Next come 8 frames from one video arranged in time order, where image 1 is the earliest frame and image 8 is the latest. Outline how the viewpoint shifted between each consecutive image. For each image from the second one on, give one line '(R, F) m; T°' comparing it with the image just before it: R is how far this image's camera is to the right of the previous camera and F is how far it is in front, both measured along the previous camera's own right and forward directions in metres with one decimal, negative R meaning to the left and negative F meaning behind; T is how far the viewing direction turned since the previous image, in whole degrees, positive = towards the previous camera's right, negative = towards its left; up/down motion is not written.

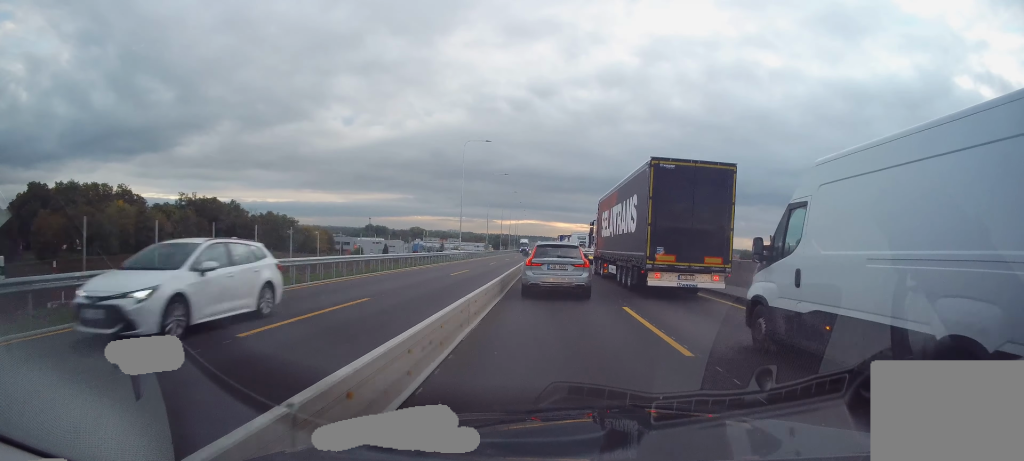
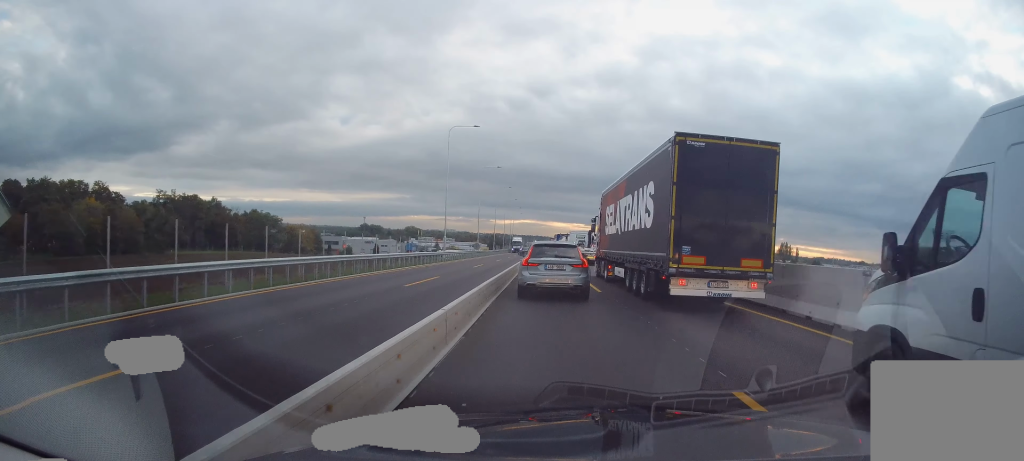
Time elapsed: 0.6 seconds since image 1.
(-0.2, +7.4) m; 0°
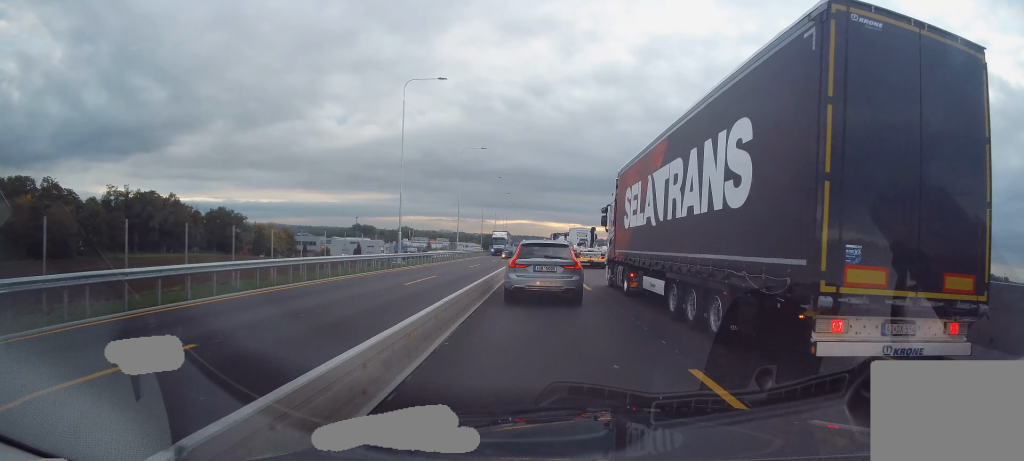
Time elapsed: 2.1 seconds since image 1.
(+0.3, +17.0) m; +3°
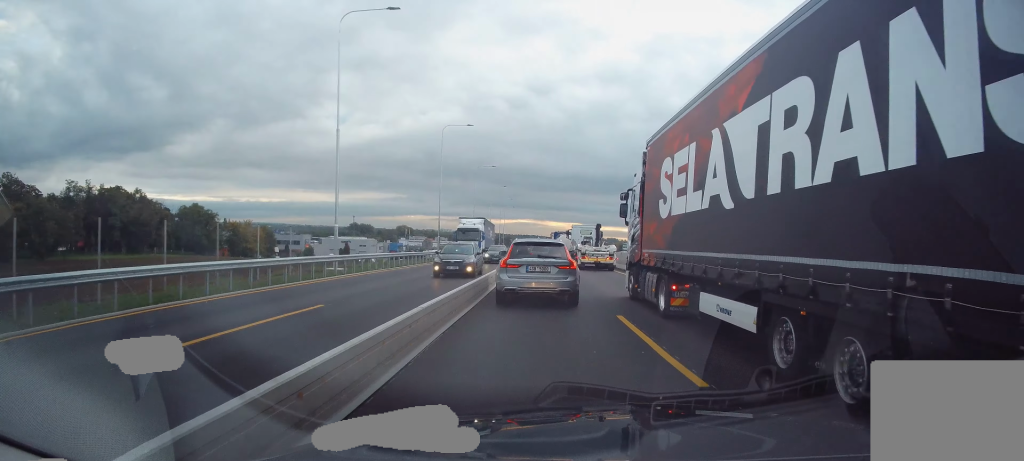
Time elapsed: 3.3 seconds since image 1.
(0.0, +13.0) m; 0°
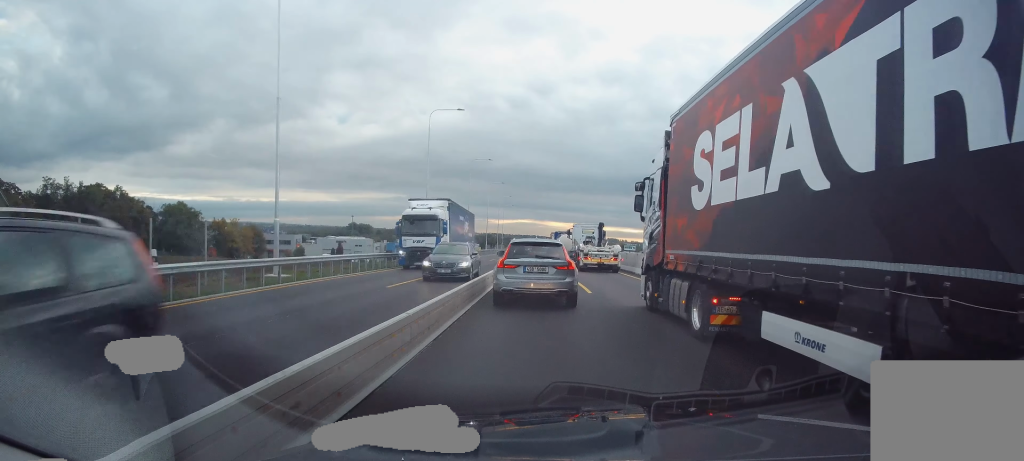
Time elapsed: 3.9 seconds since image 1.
(0.0, +6.8) m; 0°
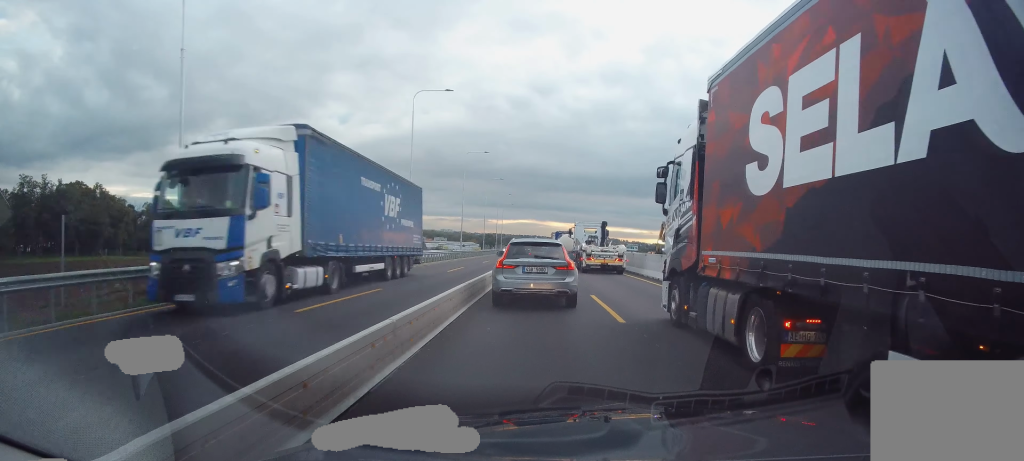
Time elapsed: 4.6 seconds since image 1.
(0.0, +6.7) m; -1°
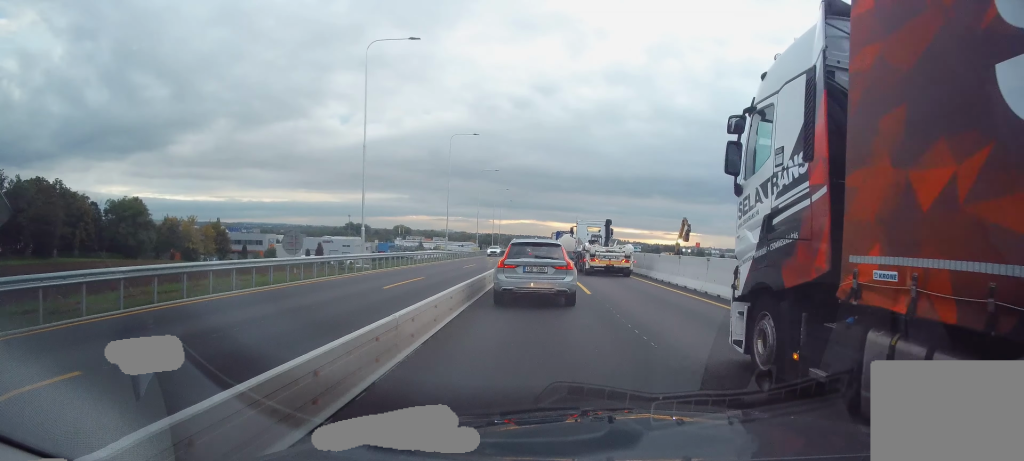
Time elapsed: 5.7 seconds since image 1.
(-0.4, +11.7) m; -2°
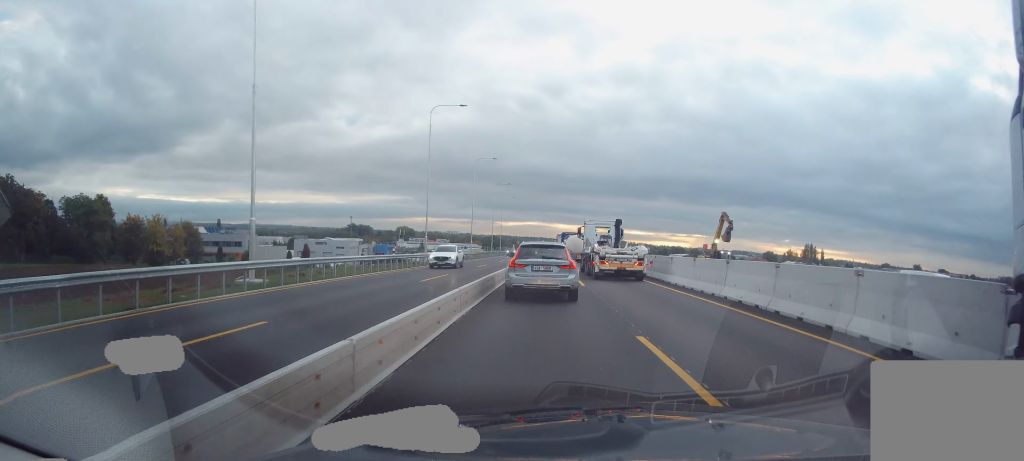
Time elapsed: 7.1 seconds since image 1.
(+0.2, +13.5) m; 0°
